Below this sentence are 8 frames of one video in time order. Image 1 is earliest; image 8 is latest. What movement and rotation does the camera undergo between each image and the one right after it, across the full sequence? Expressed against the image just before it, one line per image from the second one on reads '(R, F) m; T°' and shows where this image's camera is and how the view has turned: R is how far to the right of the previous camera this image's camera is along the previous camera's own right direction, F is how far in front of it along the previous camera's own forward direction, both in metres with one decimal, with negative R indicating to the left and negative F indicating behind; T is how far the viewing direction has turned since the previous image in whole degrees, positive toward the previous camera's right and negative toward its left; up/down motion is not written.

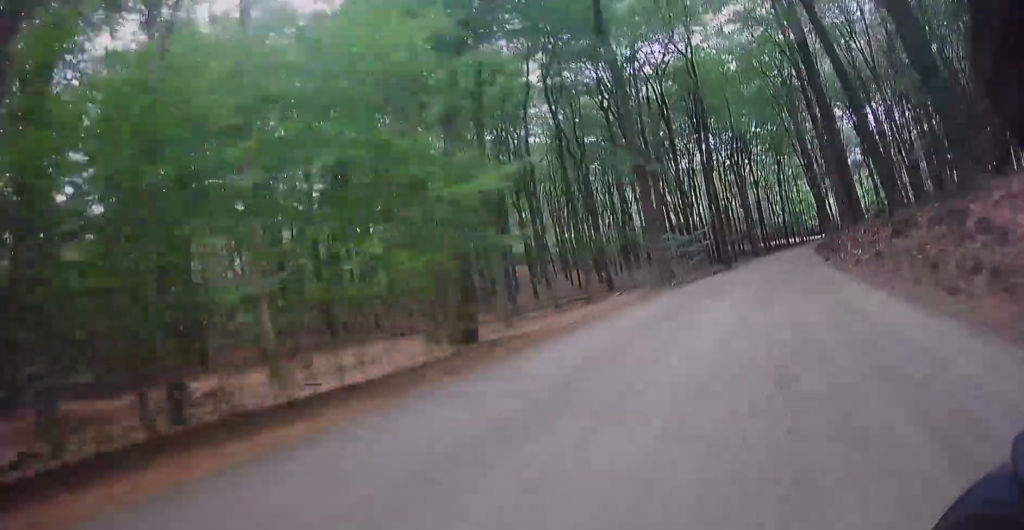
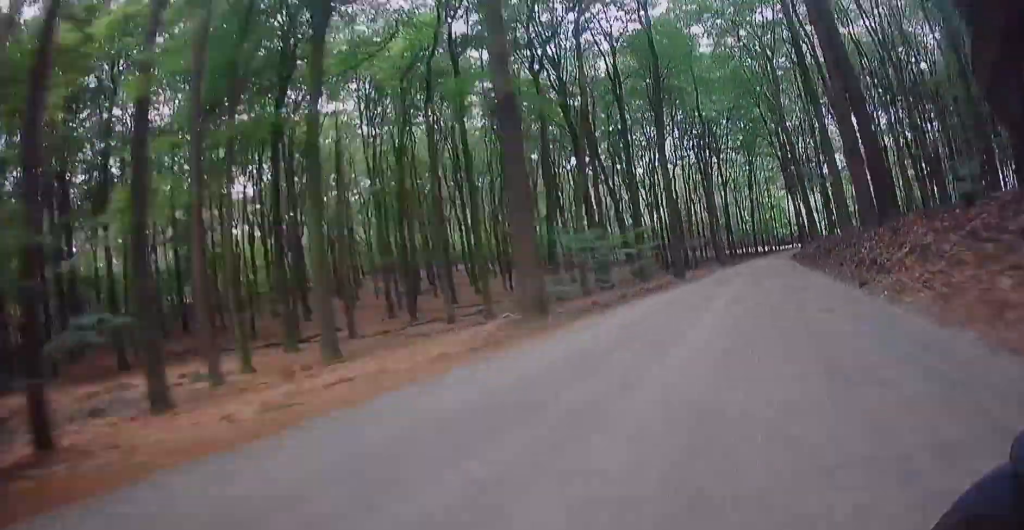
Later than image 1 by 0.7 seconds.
(+0.4, +11.2) m; +2°
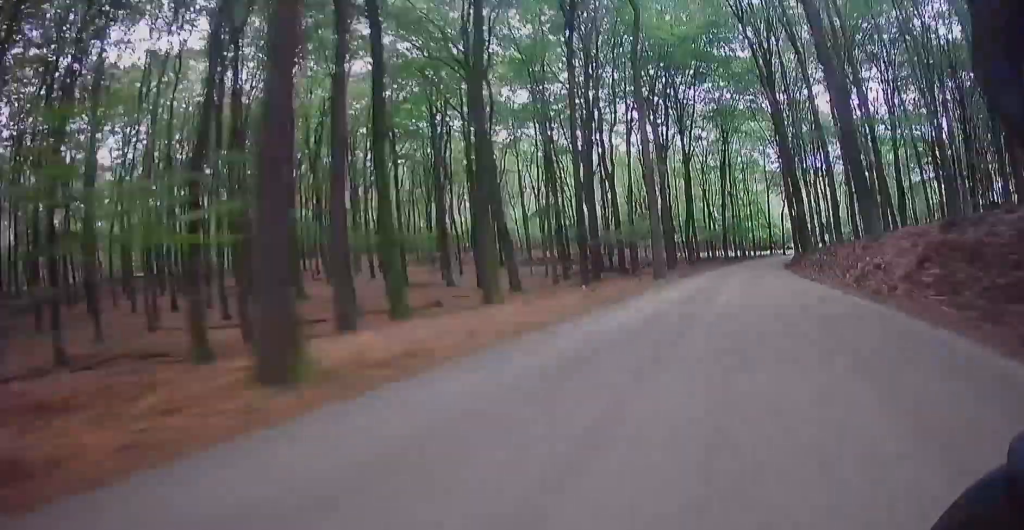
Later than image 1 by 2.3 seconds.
(+0.8, +23.3) m; +4°
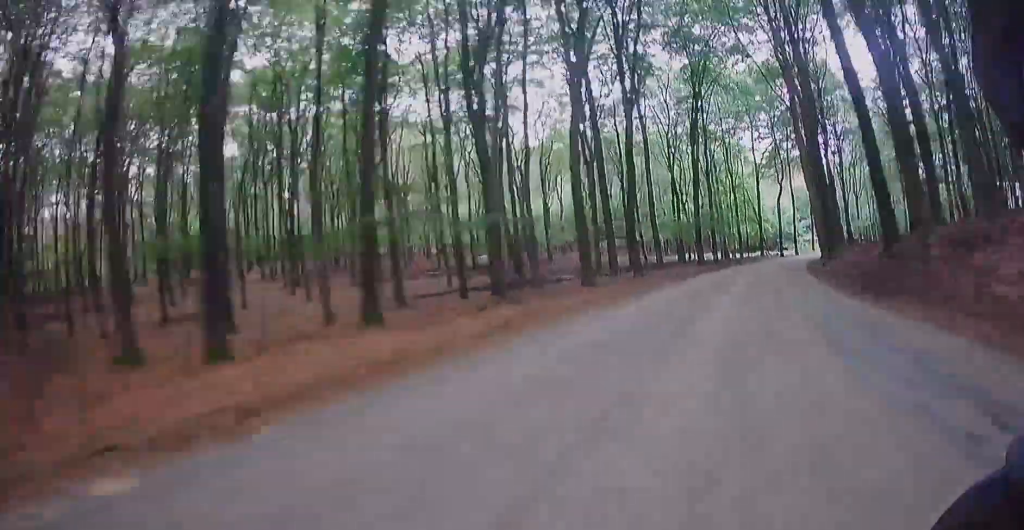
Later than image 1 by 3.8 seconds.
(+1.1, +22.5) m; +3°
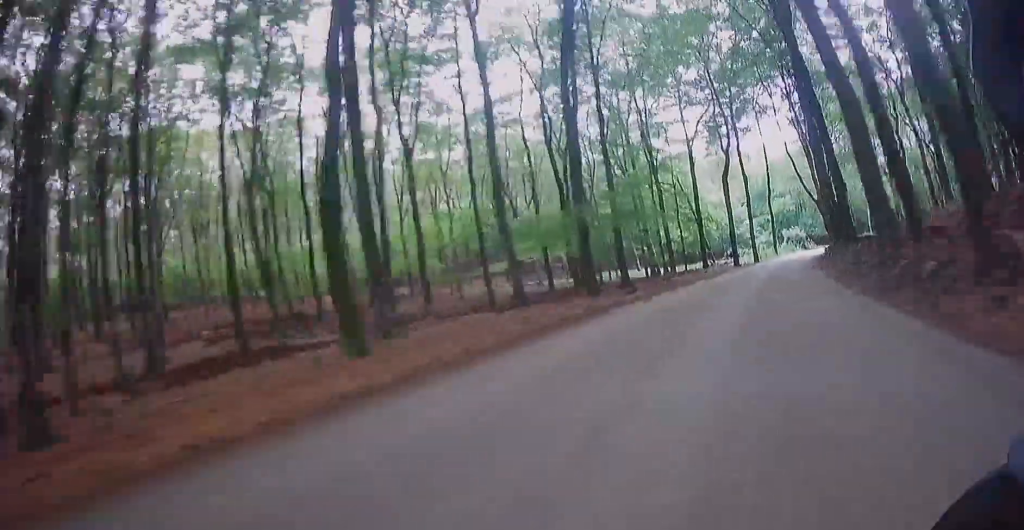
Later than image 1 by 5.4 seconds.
(-0.9, +23.5) m; -4°
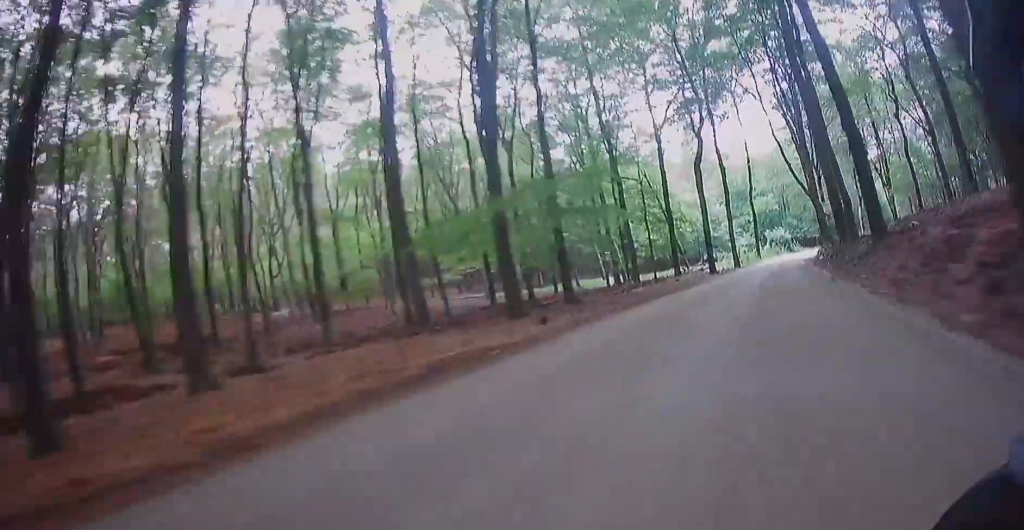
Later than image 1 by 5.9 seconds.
(+0.1, +8.0) m; -2°
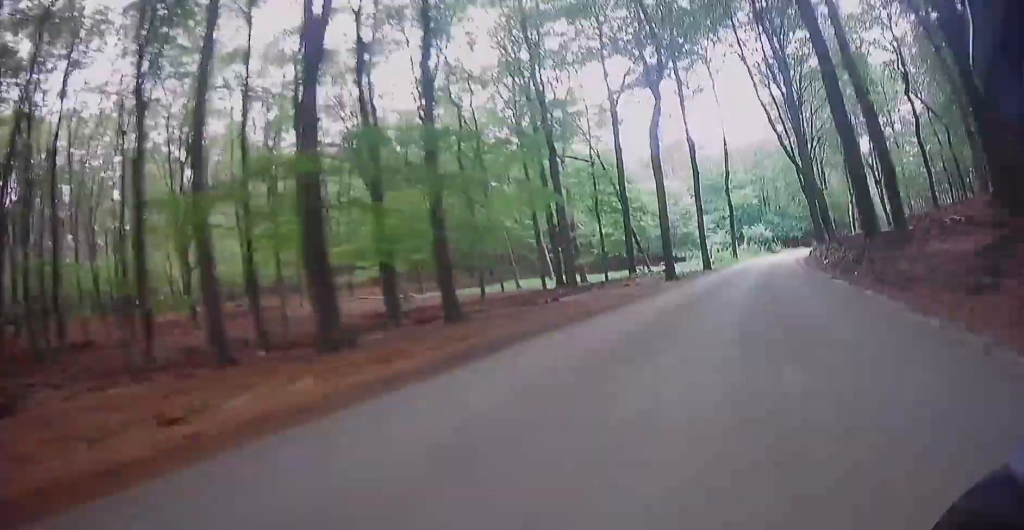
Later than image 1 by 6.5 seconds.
(-0.4, +9.4) m; +15°
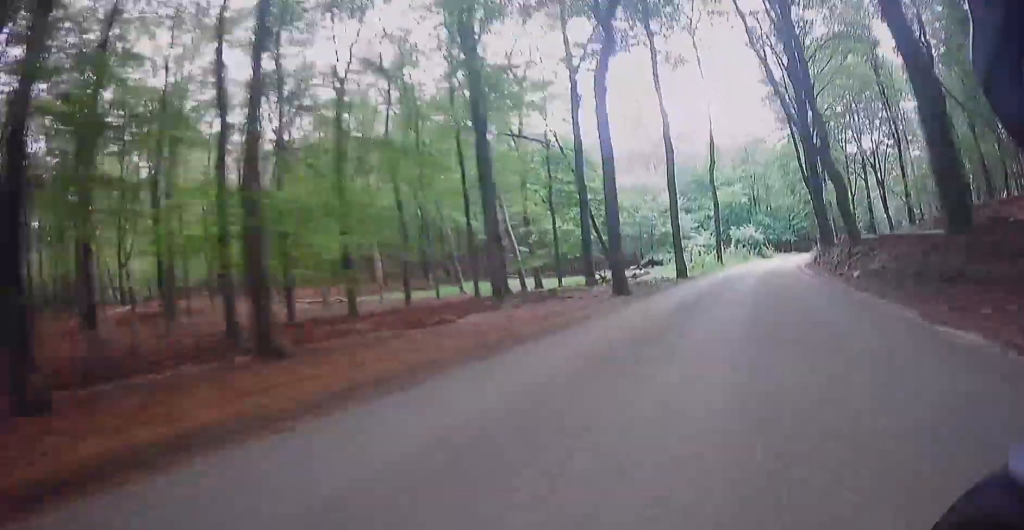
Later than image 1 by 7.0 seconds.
(-1.3, +7.0) m; +11°
